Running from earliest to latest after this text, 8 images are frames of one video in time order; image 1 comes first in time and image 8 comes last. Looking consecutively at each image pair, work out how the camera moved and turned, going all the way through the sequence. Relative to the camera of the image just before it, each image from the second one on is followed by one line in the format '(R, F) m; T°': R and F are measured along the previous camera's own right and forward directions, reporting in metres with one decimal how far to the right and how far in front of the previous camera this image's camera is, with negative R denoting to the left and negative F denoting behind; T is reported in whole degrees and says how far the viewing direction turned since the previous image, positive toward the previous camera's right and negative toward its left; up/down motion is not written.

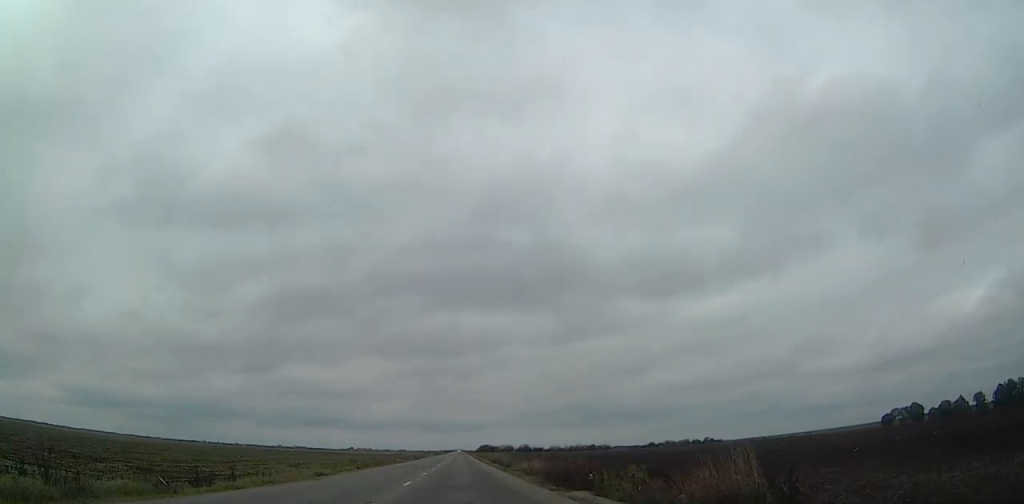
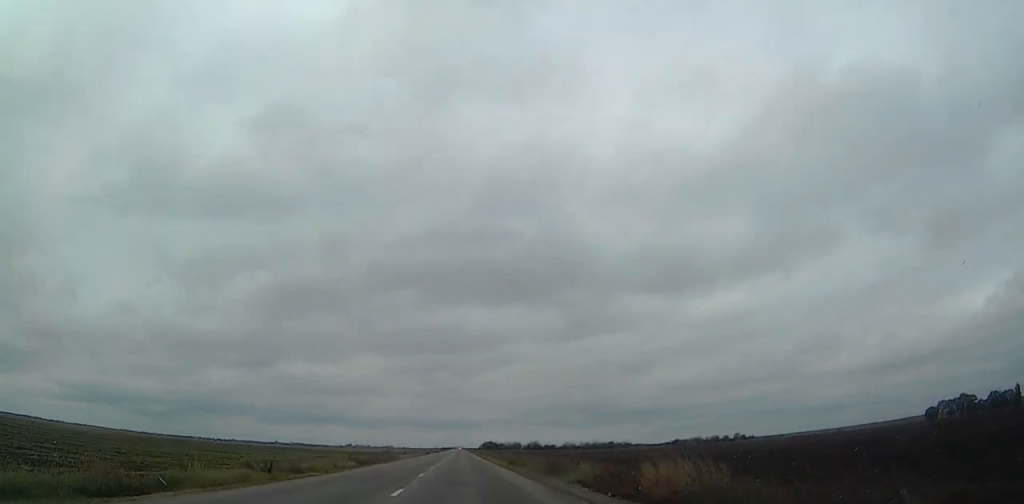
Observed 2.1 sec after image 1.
(+0.1, +63.7) m; 0°
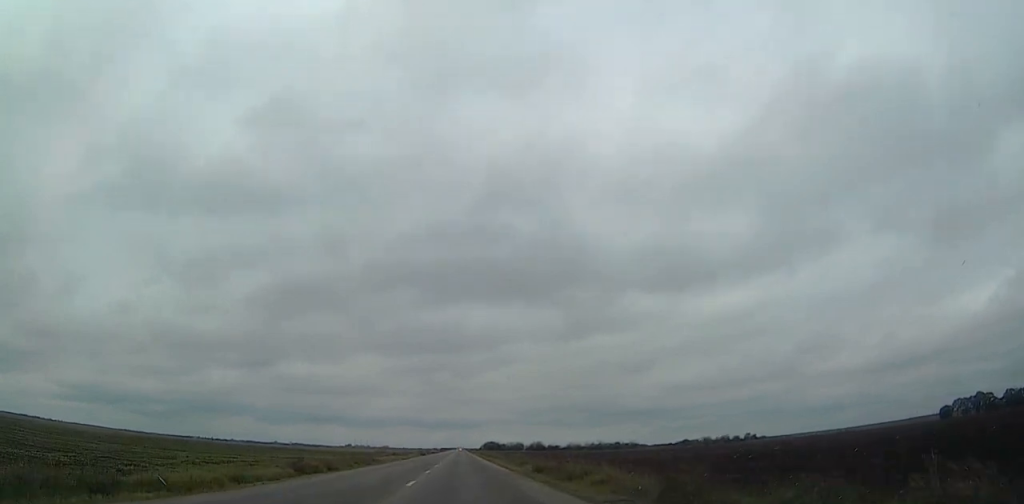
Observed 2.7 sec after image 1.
(0.0, +18.3) m; 0°
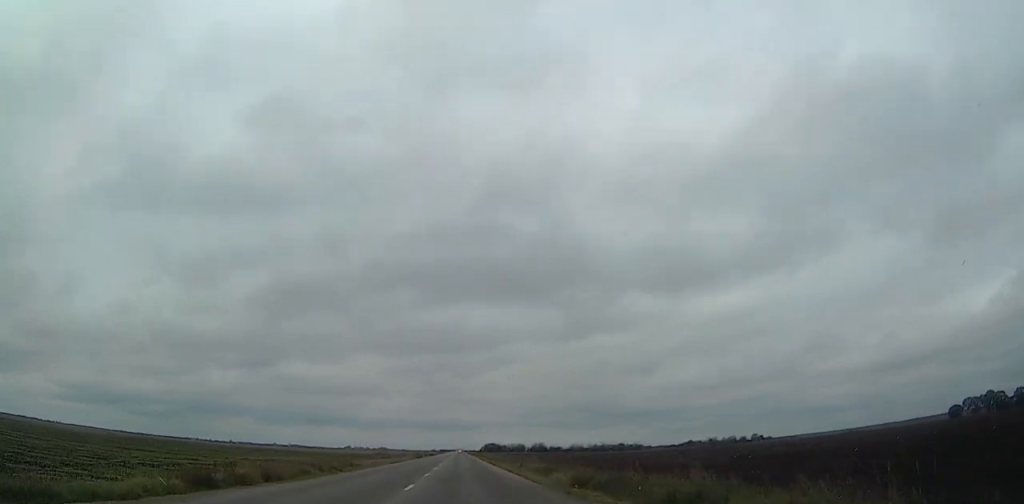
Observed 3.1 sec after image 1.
(0.0, +12.2) m; 0°
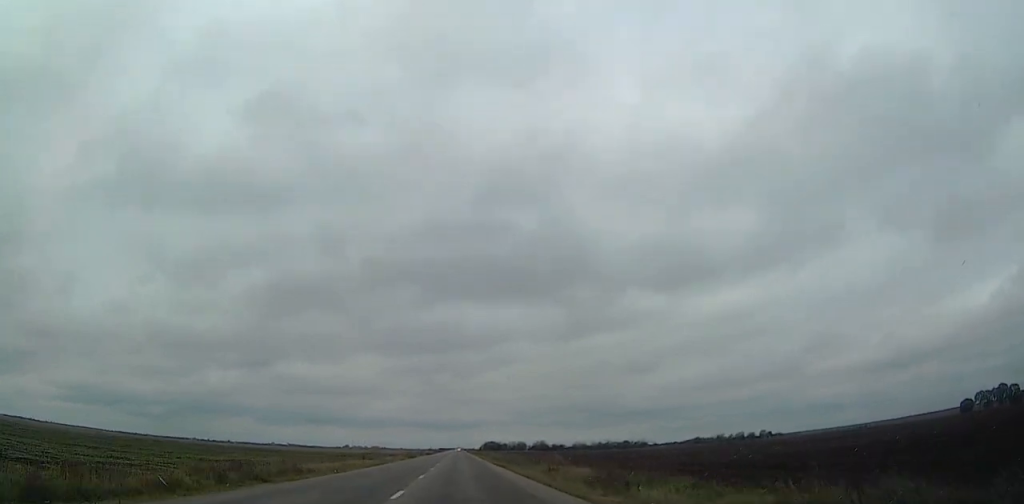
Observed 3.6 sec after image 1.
(0.0, +15.2) m; 0°
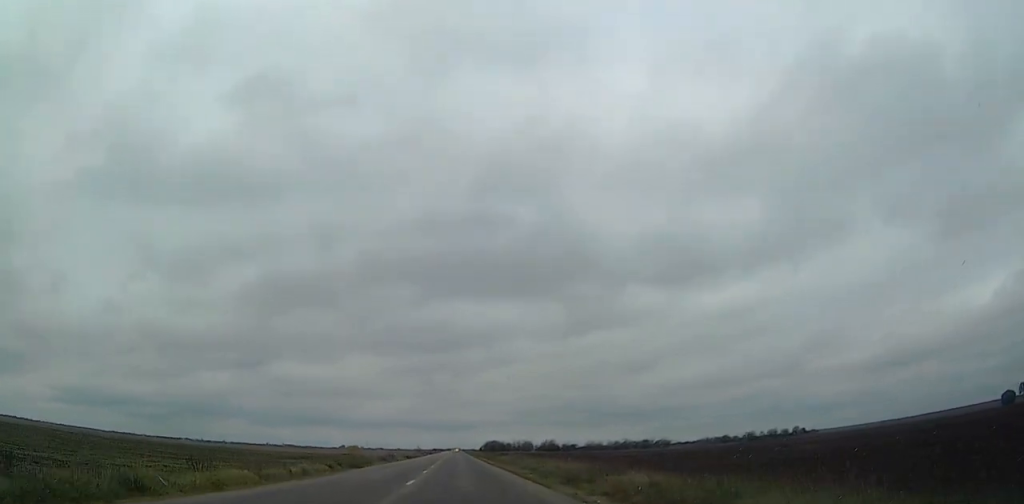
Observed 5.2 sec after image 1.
(+0.1, +50.3) m; 0°
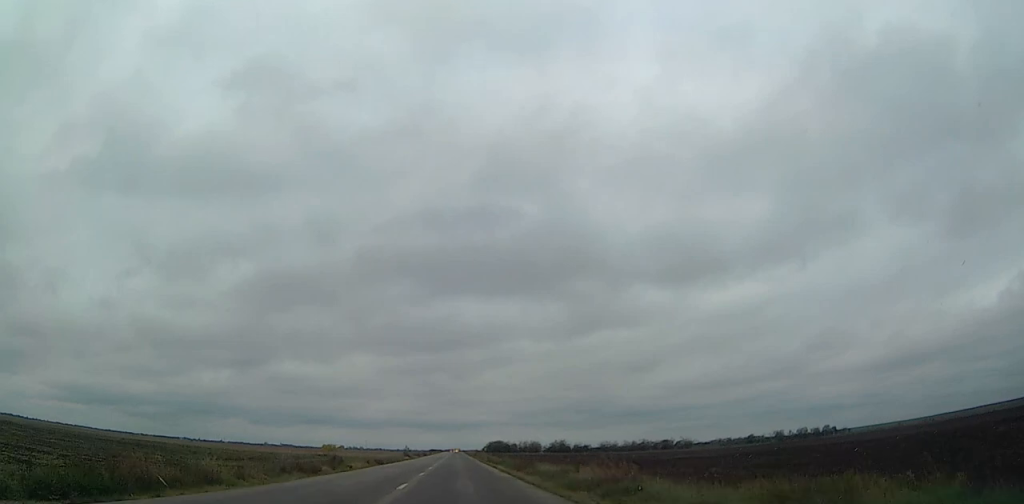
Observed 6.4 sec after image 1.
(0.0, +36.1) m; 0°
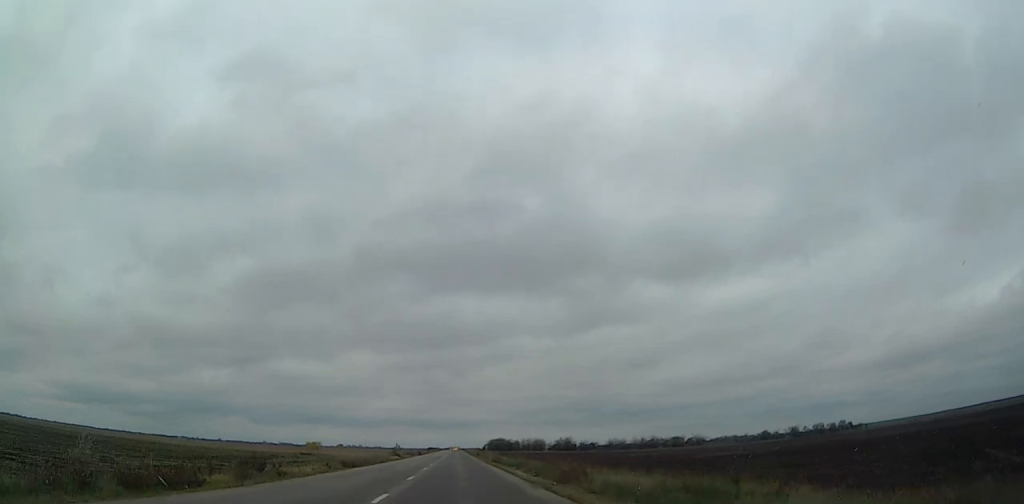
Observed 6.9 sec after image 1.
(-0.1, +17.6) m; 0°
